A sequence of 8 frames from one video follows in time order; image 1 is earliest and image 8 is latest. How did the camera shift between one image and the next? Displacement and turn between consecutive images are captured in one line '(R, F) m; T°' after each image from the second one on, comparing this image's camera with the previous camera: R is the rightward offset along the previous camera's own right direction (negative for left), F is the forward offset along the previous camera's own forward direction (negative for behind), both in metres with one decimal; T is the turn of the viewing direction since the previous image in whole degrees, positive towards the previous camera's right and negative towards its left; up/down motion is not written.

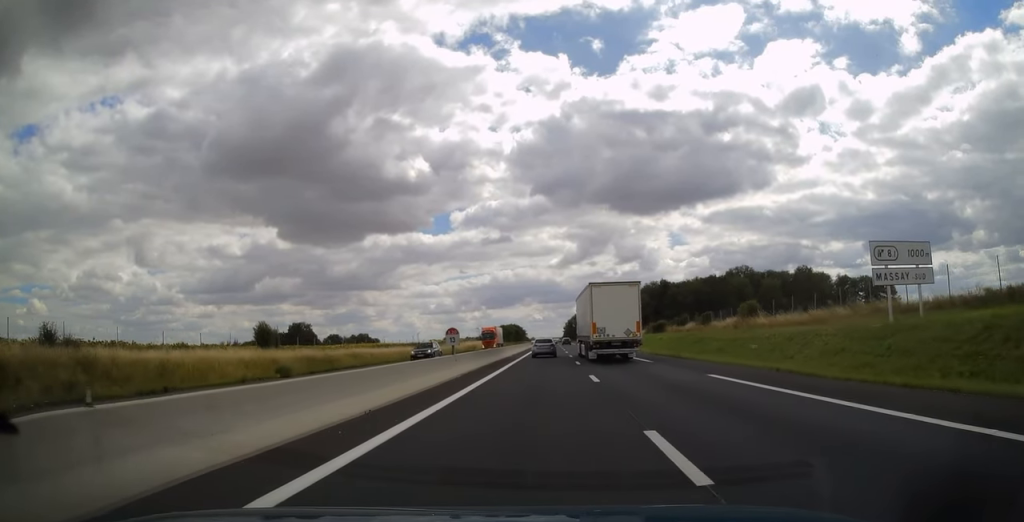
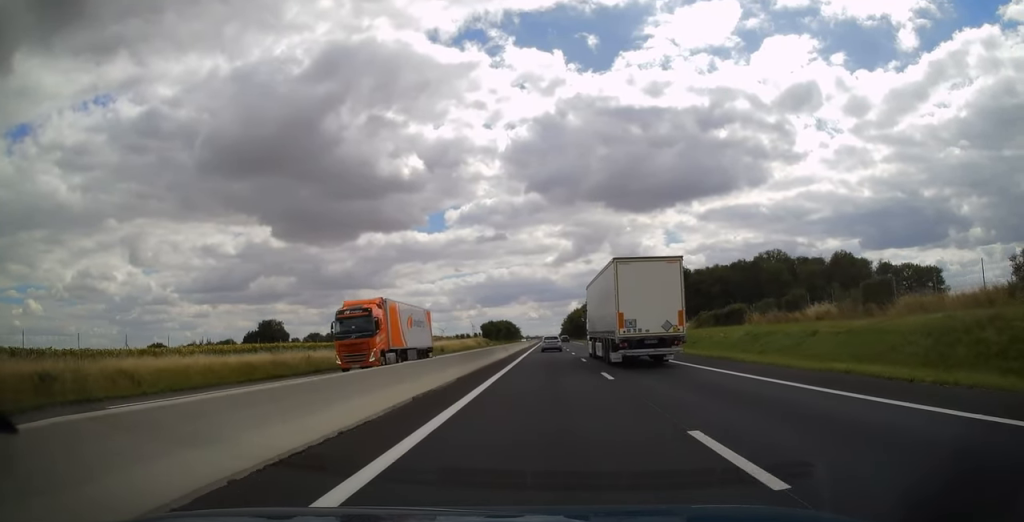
(0.0, +39.2) m; 0°
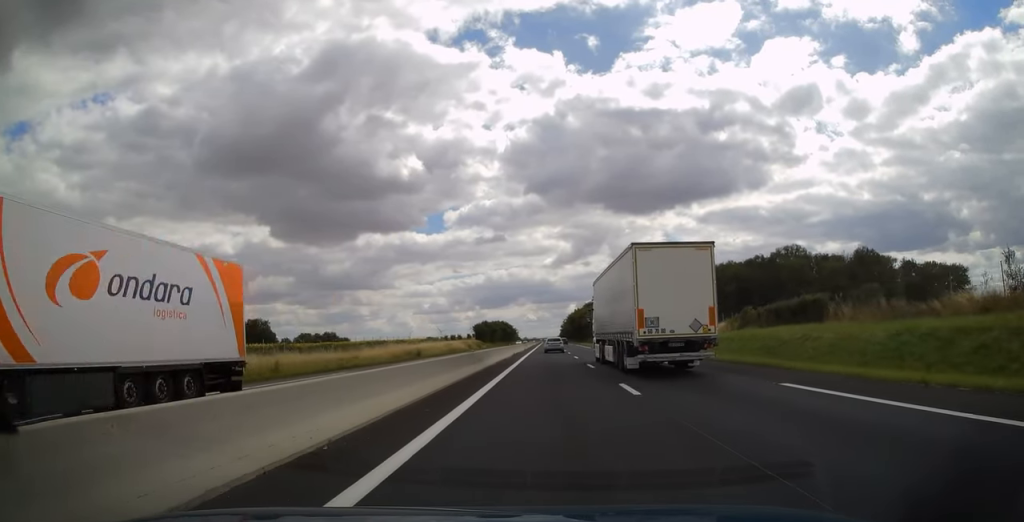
(+0.2, +17.2) m; 0°
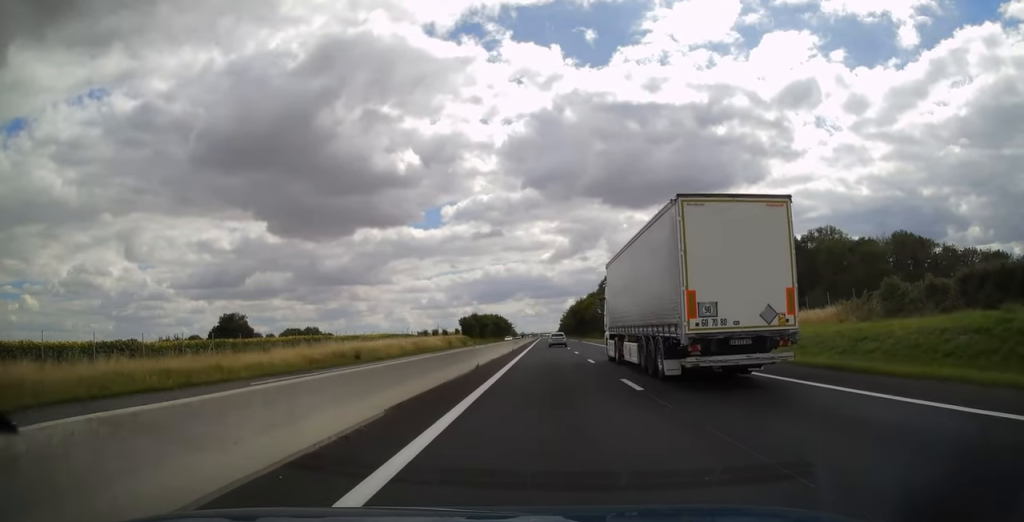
(+0.1, +25.6) m; 0°
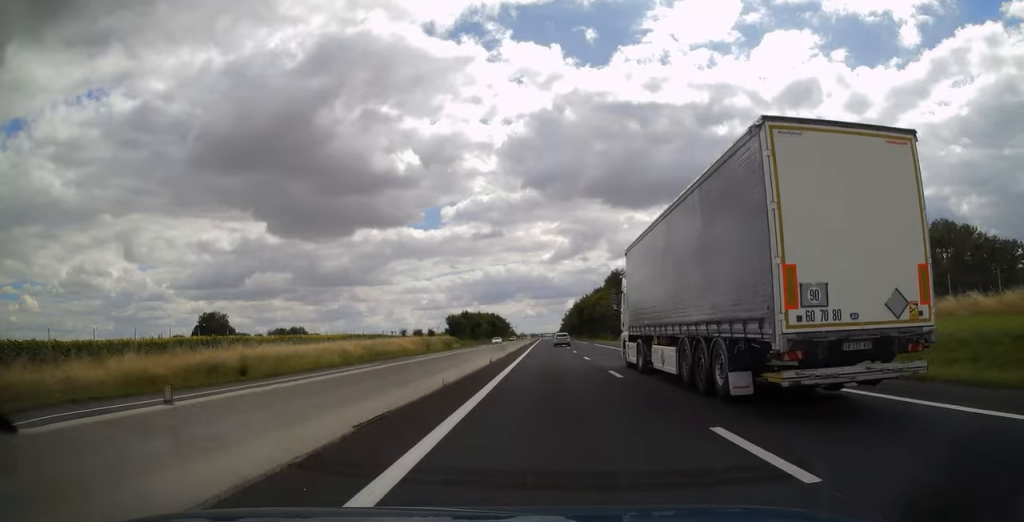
(0.0, +21.3) m; 0°
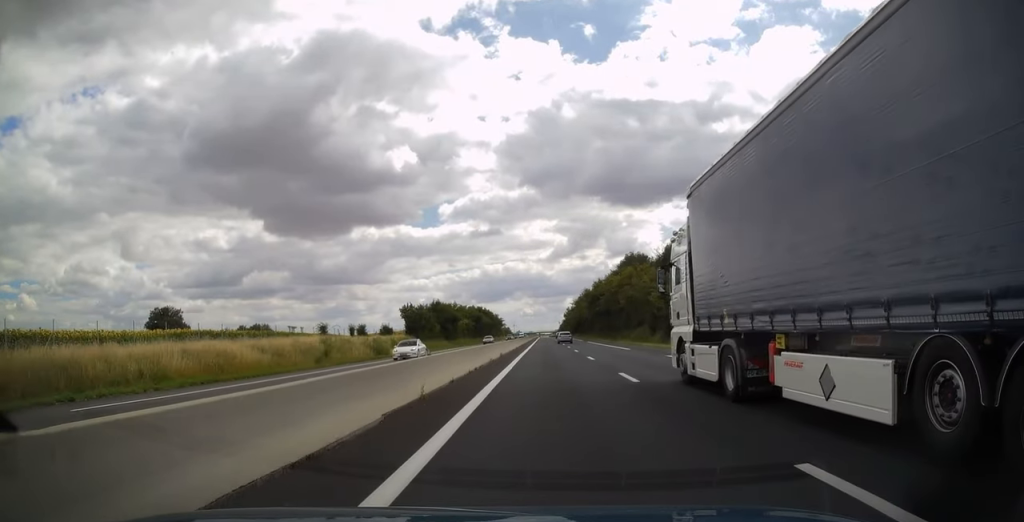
(-0.1, +41.4) m; 0°
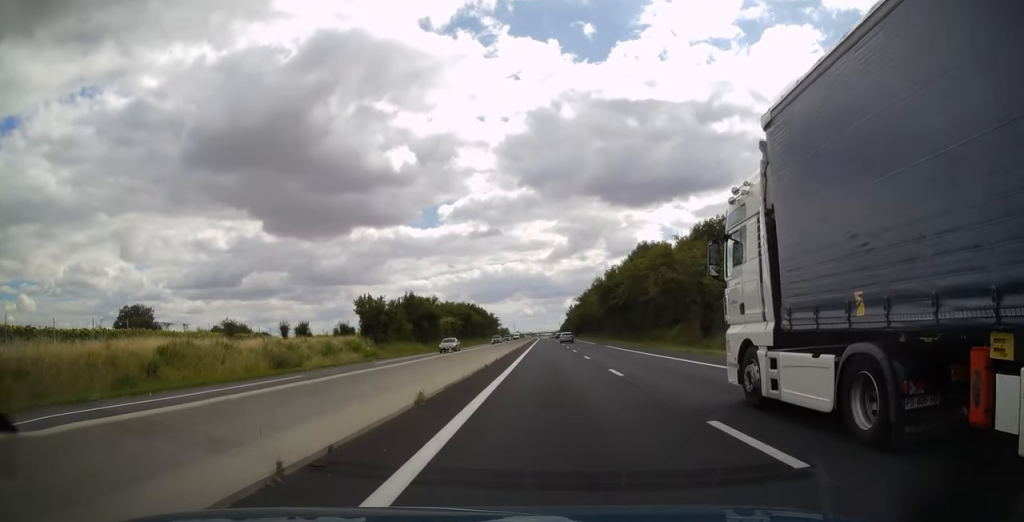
(0.0, +23.1) m; 0°
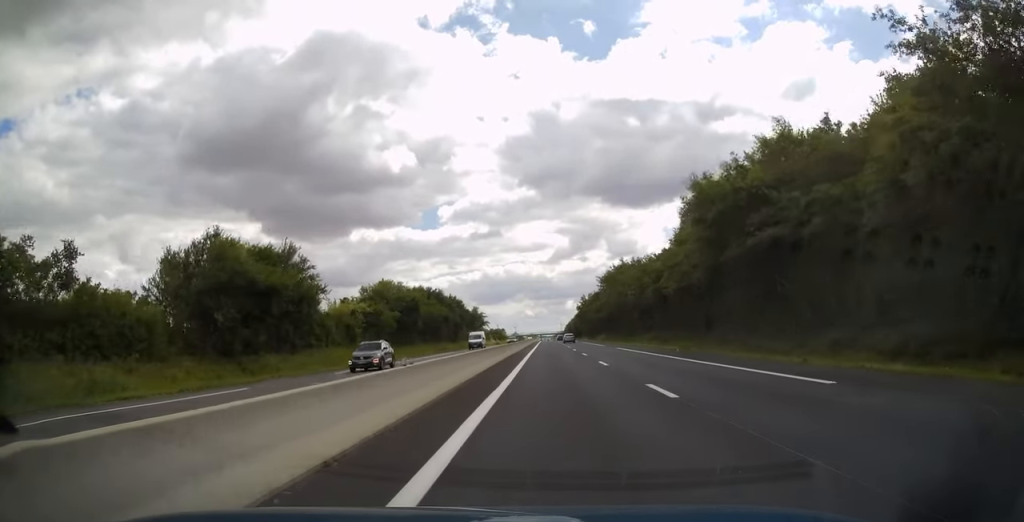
(+0.1, +58.2) m; 0°
